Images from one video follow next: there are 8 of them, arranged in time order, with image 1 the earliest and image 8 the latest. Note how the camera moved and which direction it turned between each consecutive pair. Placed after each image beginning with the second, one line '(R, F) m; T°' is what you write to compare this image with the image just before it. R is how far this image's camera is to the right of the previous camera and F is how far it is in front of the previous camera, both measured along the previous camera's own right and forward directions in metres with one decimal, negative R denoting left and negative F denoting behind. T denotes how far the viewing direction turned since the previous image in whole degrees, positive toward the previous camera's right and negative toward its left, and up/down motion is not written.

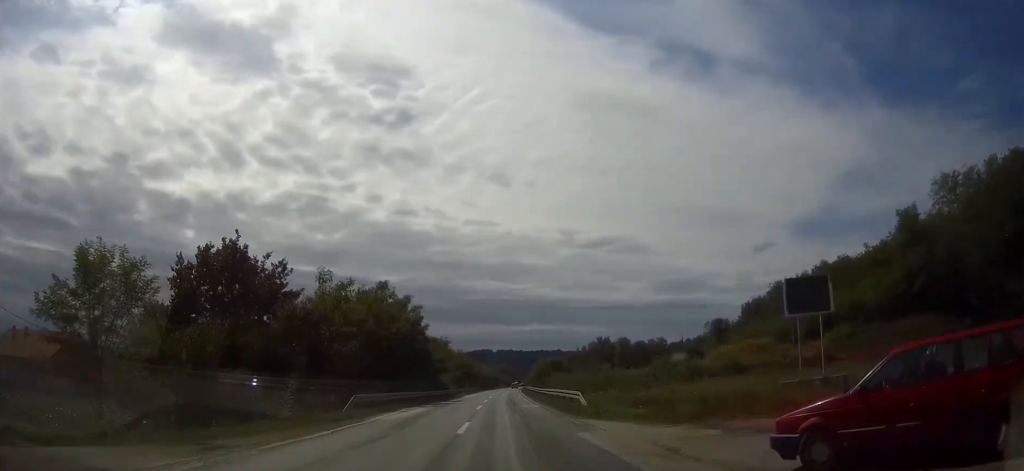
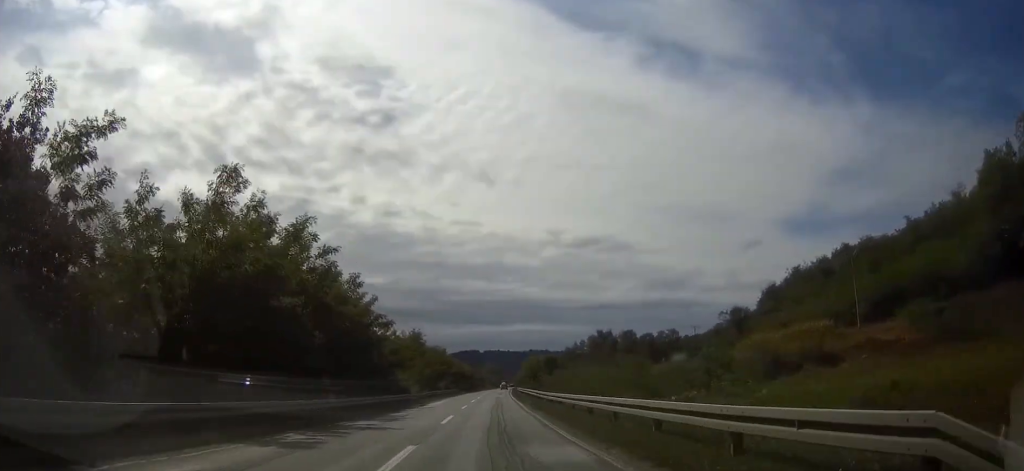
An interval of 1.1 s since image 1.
(+0.3, +24.2) m; +1°
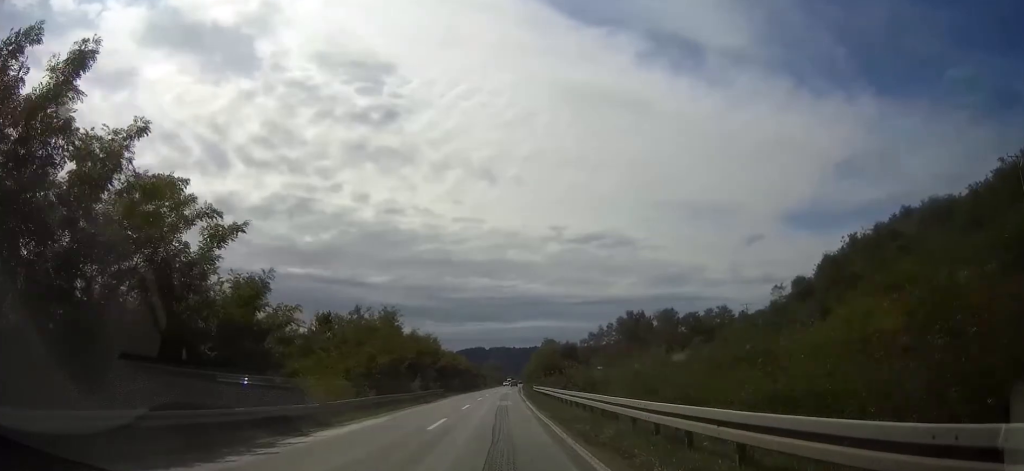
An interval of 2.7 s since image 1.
(0.0, +33.4) m; 0°
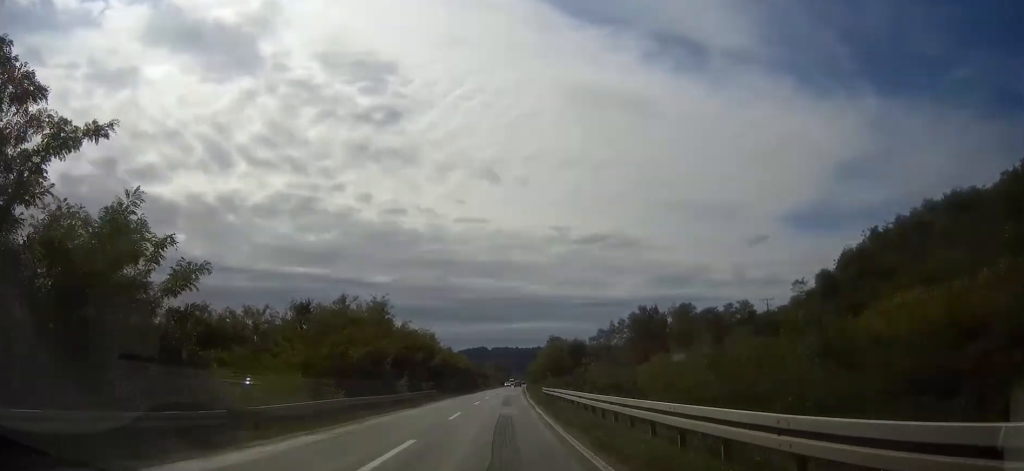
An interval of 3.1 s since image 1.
(0.0, +9.3) m; 0°
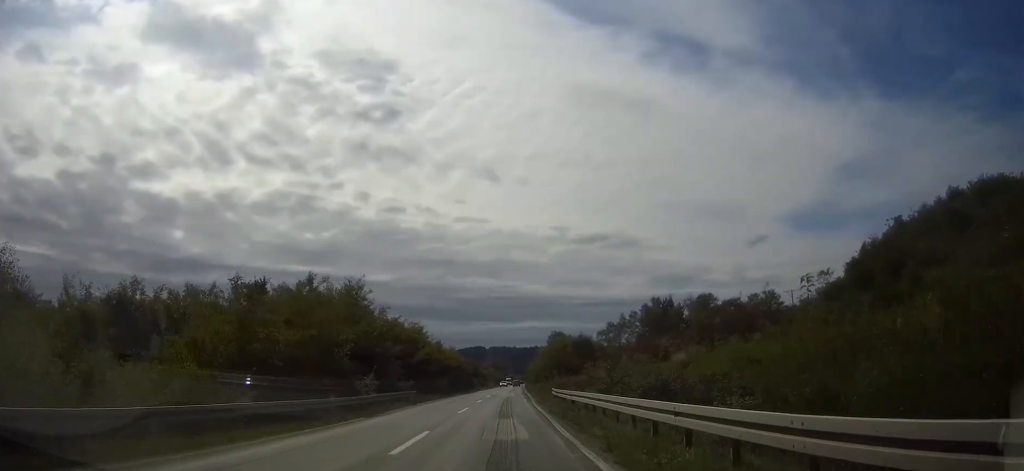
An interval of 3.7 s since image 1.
(-0.1, +12.1) m; 0°
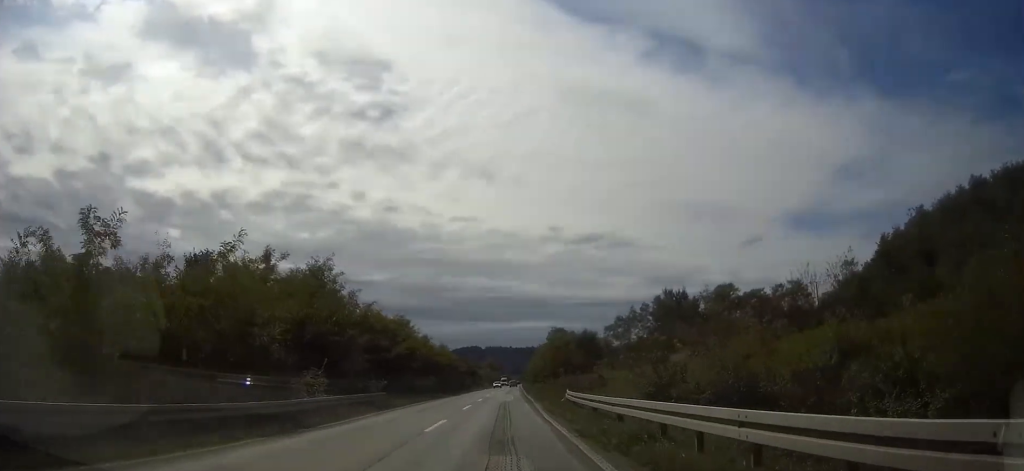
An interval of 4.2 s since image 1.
(0.0, +10.6) m; 0°
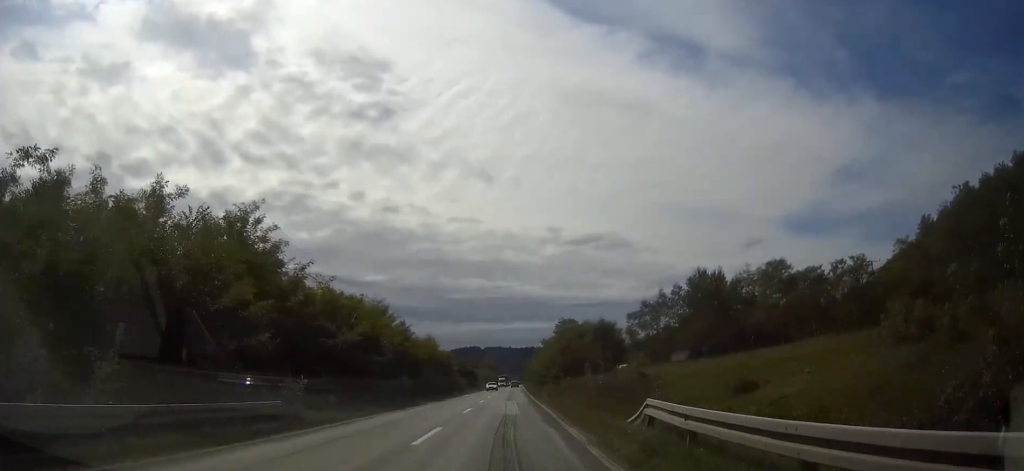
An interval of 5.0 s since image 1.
(+0.1, +16.9) m; 0°
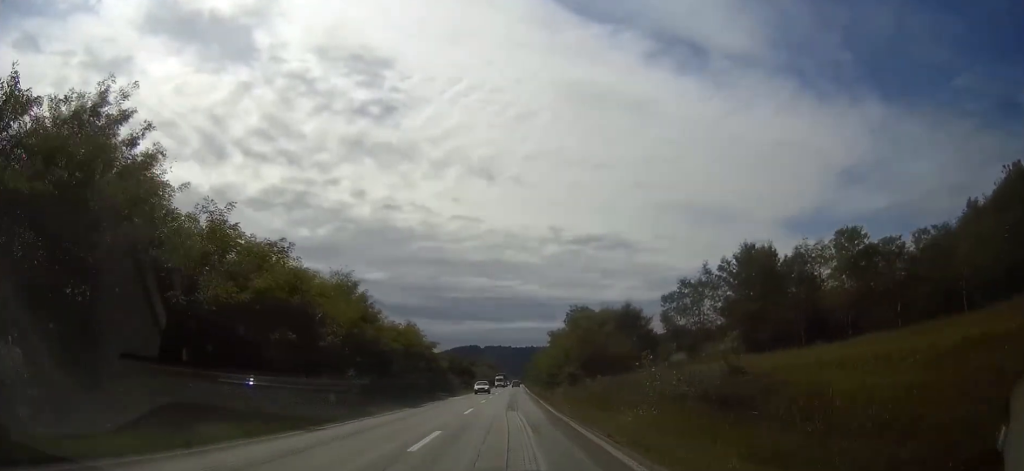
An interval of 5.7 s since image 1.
(-0.1, +16.0) m; 0°
